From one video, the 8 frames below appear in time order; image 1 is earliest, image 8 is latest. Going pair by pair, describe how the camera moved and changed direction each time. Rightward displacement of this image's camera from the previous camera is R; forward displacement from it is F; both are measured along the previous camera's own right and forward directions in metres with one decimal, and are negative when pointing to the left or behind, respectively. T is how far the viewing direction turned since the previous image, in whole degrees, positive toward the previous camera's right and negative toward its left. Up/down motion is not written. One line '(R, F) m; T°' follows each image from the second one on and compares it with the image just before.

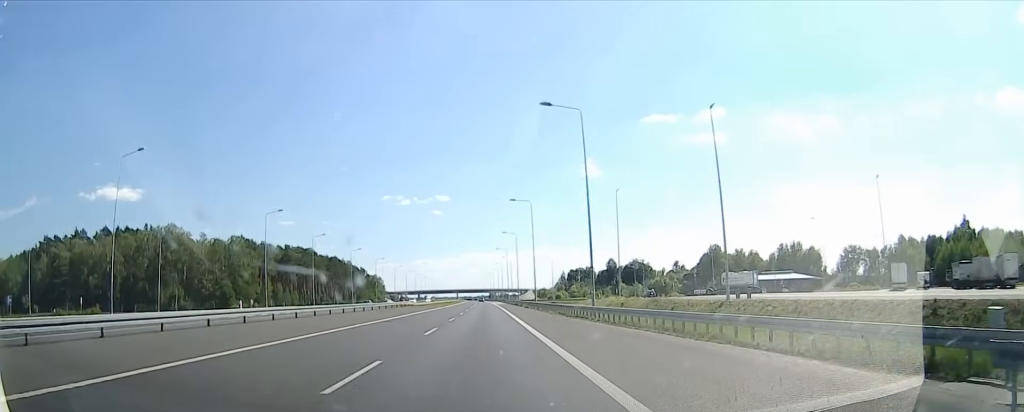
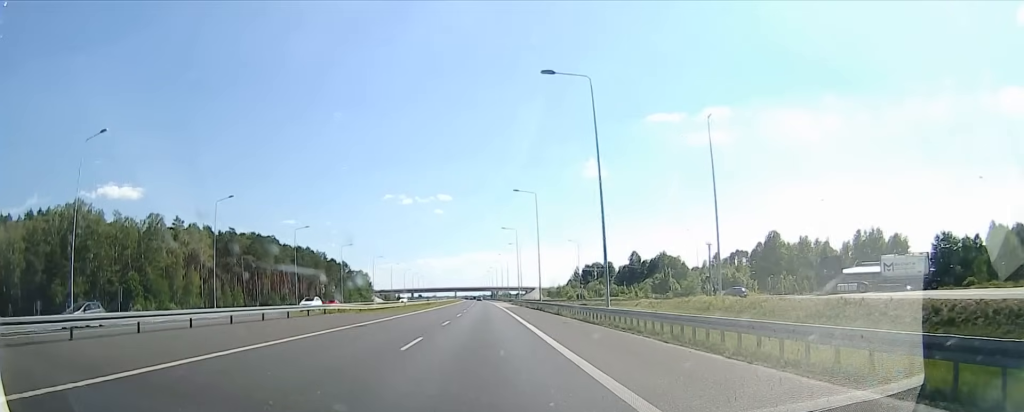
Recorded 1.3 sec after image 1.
(0.0, +41.7) m; 0°
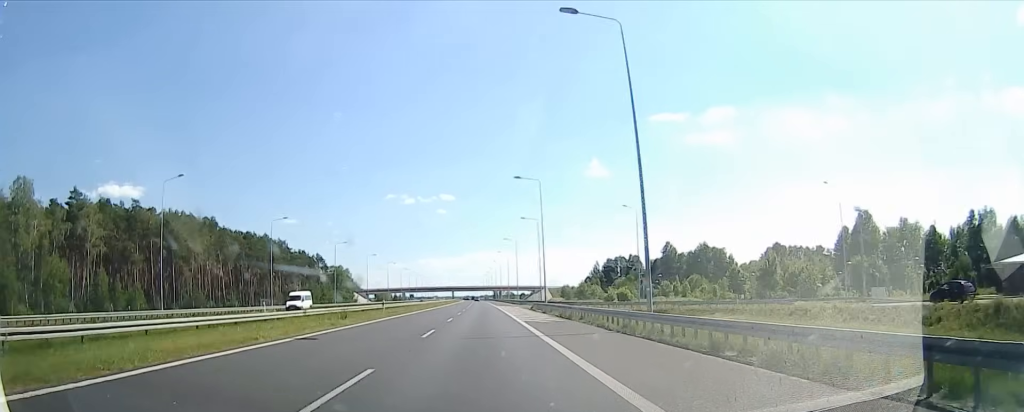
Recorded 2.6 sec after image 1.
(0.0, +43.7) m; 0°
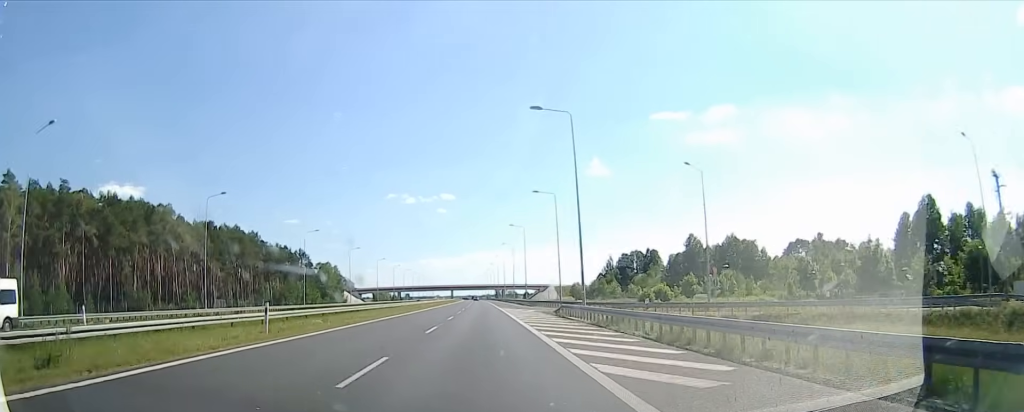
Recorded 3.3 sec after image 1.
(-0.2, +22.0) m; 0°
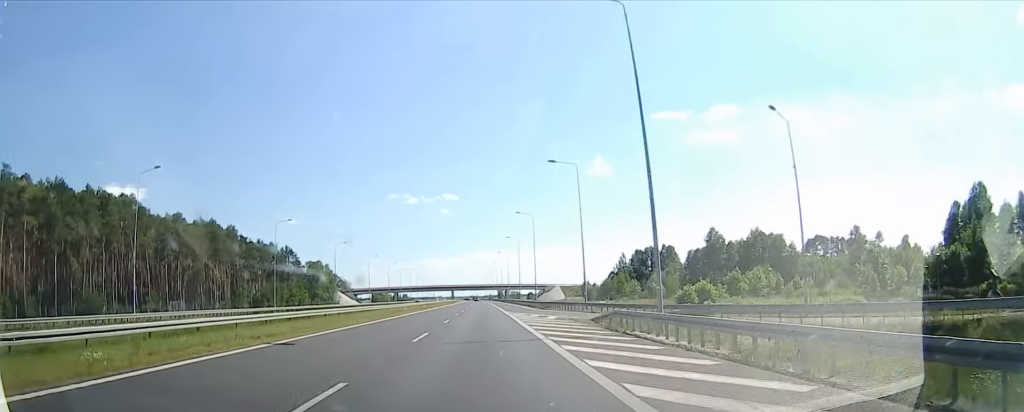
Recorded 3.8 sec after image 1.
(-0.1, +15.4) m; 0°
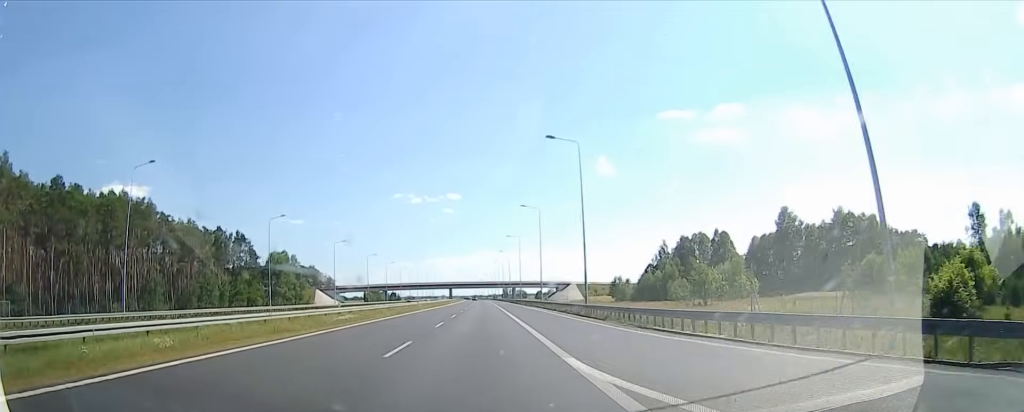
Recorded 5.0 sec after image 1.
(-0.1, +40.1) m; 0°
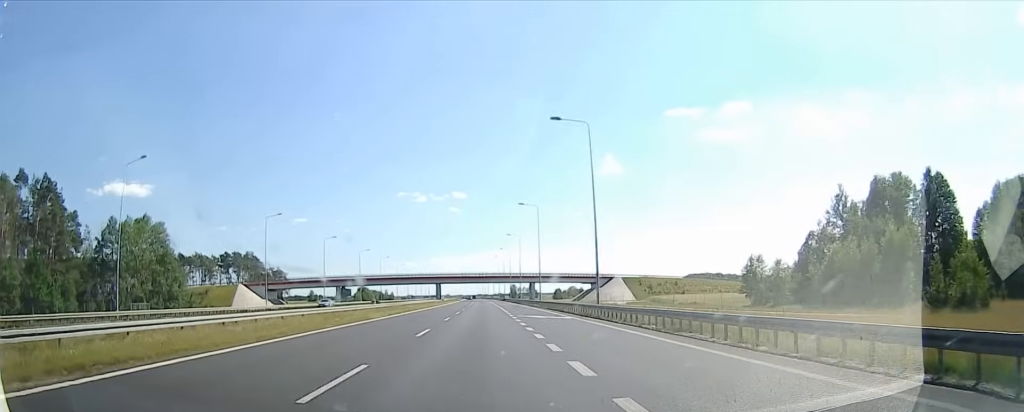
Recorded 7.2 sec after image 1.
(+0.3, +77.0) m; 0°
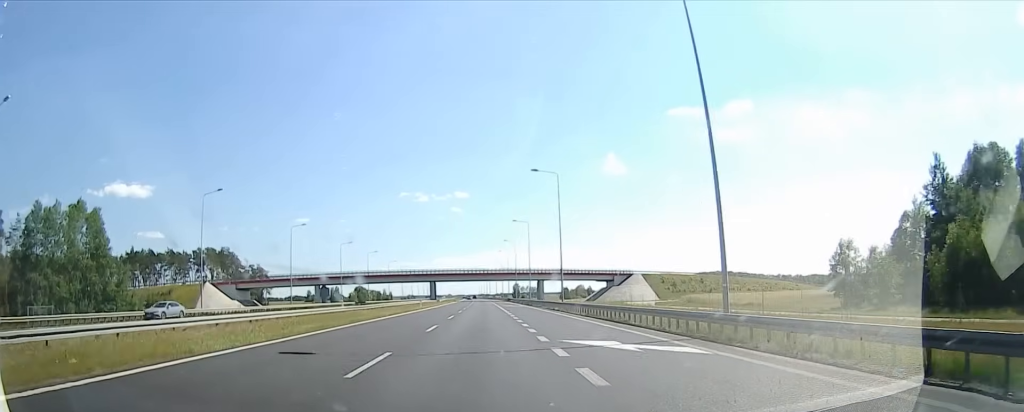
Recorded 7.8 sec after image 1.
(-0.2, +20.8) m; -1°
